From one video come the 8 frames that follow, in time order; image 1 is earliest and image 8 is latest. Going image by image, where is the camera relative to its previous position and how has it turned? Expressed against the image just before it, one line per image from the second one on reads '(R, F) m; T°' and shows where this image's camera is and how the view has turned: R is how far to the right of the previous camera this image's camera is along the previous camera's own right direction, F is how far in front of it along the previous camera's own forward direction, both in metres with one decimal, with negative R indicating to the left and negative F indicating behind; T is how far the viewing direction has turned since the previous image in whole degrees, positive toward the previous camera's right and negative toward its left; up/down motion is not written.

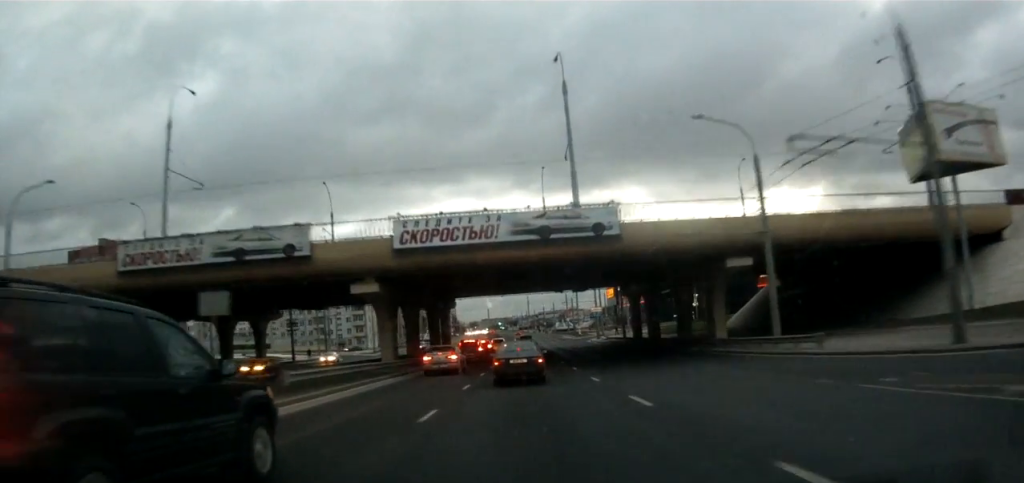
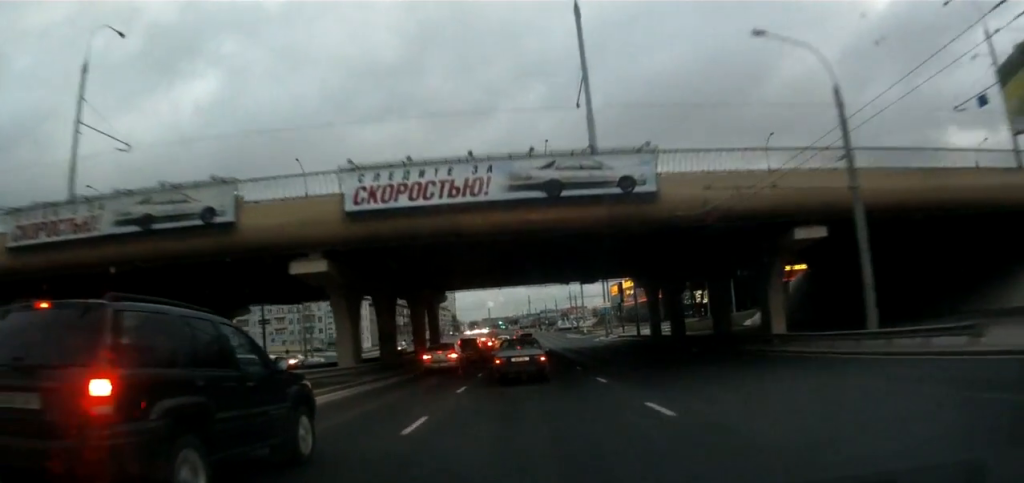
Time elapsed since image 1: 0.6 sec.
(+0.2, +9.4) m; +1°
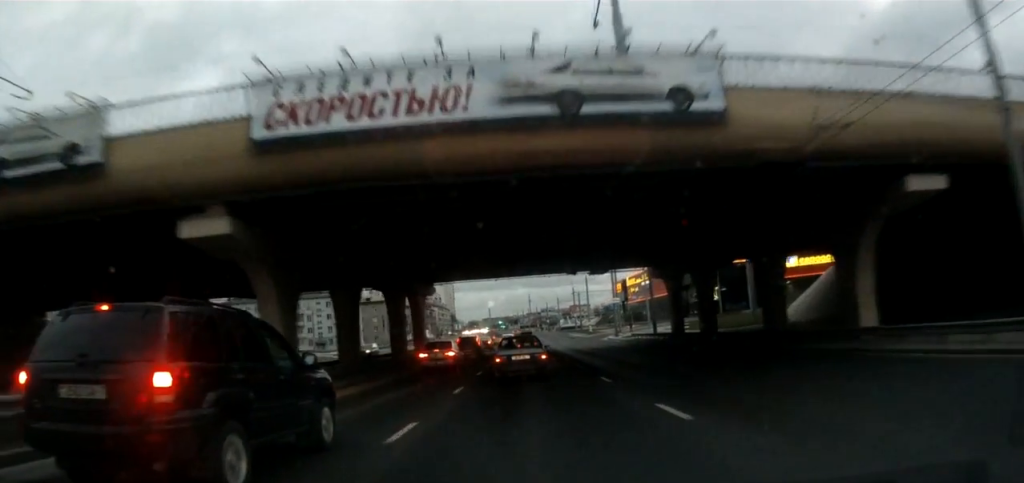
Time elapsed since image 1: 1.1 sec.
(+0.3, +9.5) m; 0°
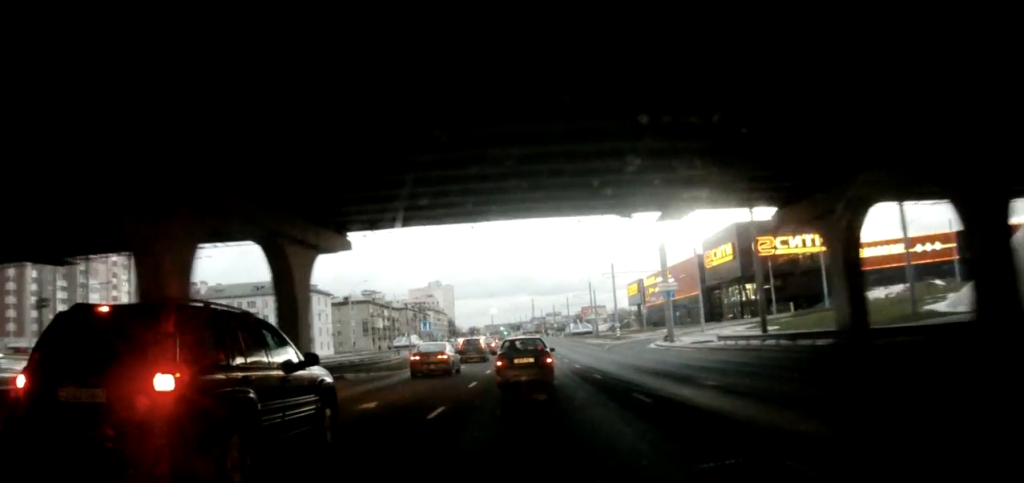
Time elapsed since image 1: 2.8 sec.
(-0.9, +28.7) m; -2°
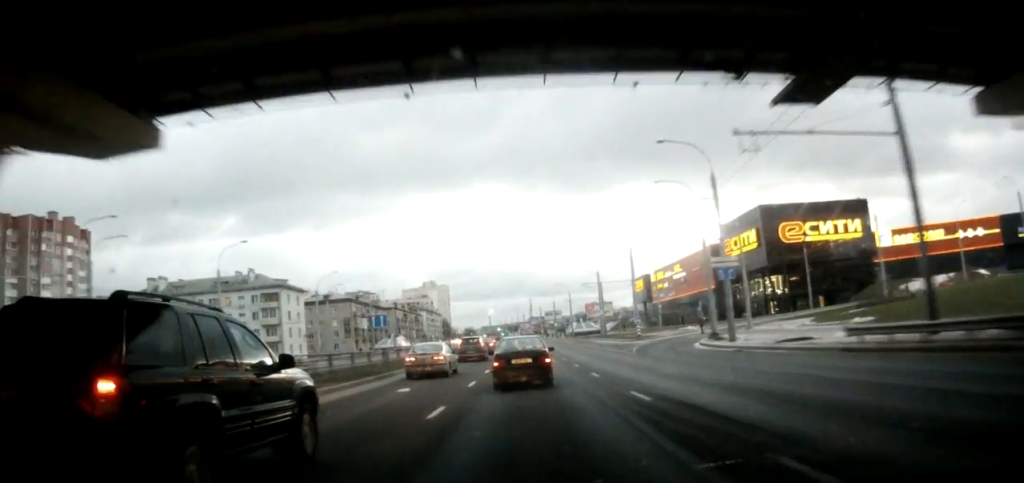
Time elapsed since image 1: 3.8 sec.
(0.0, +15.8) m; +1°
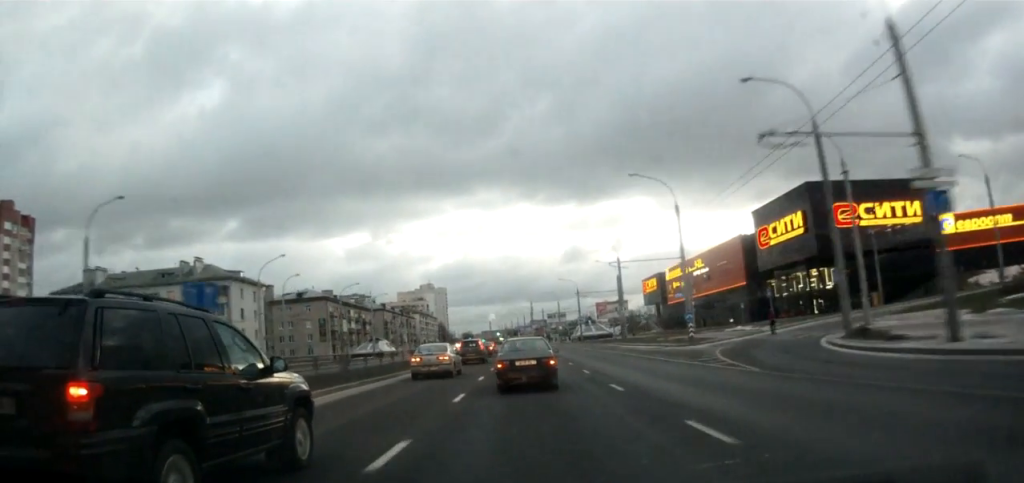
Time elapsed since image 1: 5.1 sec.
(+0.5, +20.8) m; +1°
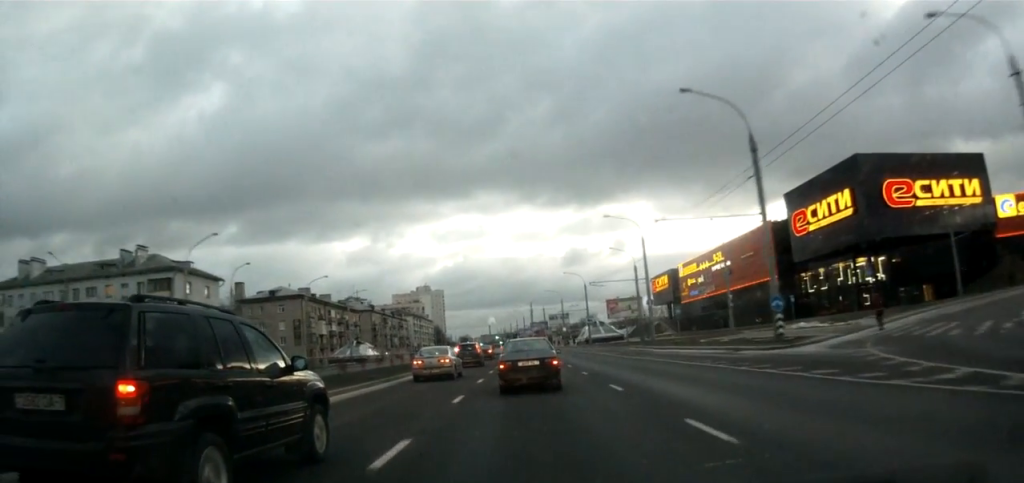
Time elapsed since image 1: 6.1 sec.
(-0.4, +15.9) m; -2°
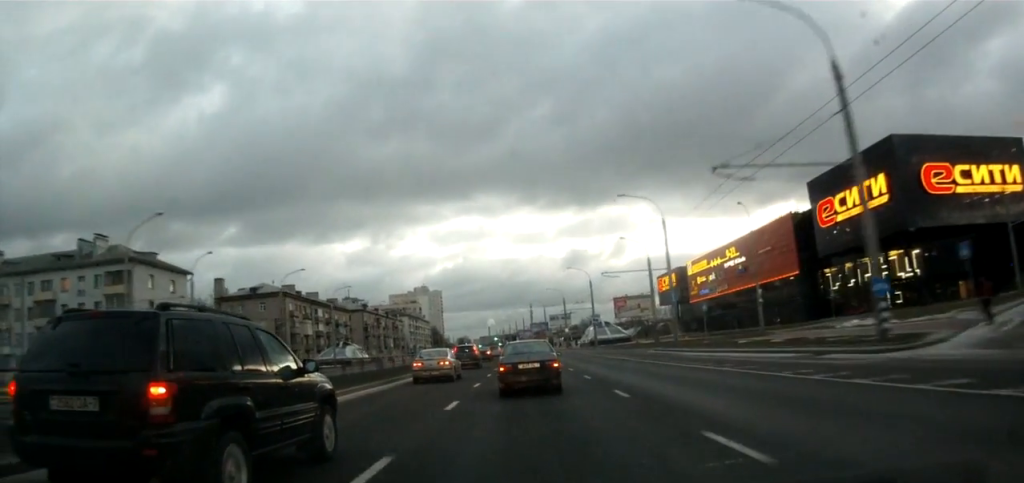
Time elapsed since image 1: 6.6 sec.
(0.0, +8.9) m; -1°
